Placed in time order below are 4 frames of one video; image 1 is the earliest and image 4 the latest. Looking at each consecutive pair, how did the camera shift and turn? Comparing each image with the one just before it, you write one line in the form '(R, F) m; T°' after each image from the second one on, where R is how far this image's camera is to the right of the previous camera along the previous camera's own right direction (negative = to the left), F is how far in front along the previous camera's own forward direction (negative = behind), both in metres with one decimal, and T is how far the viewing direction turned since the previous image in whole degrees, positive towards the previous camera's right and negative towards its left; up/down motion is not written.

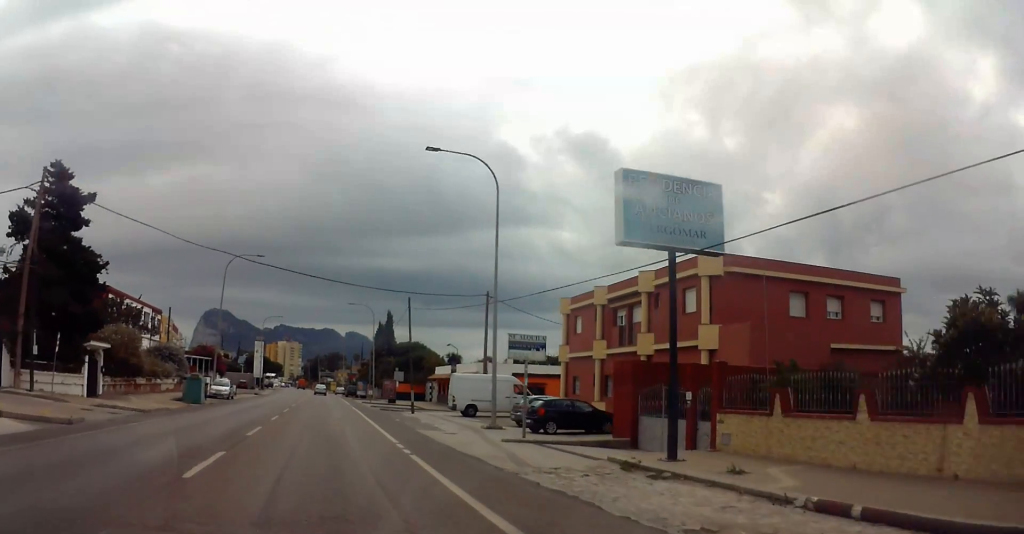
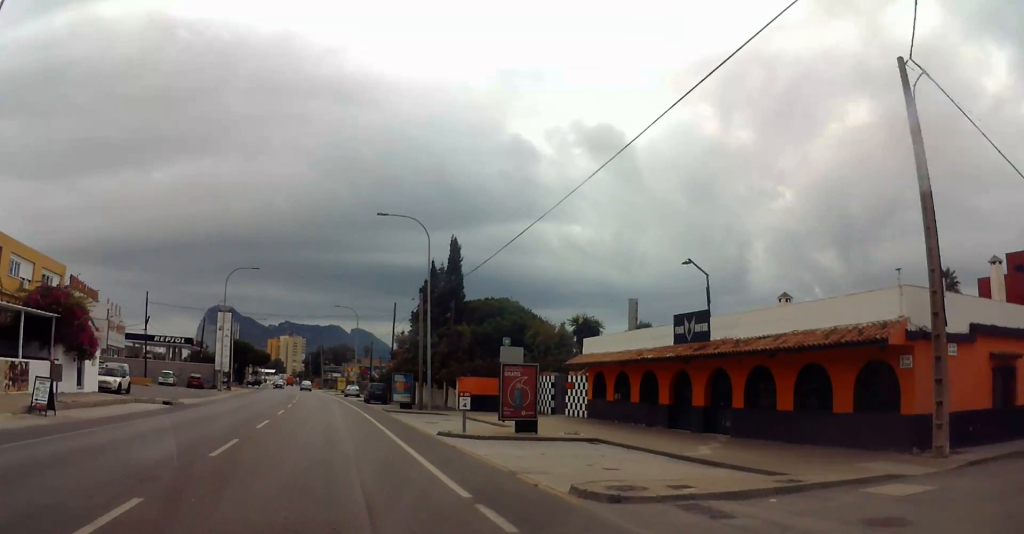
(+1.6, +44.9) m; +1°
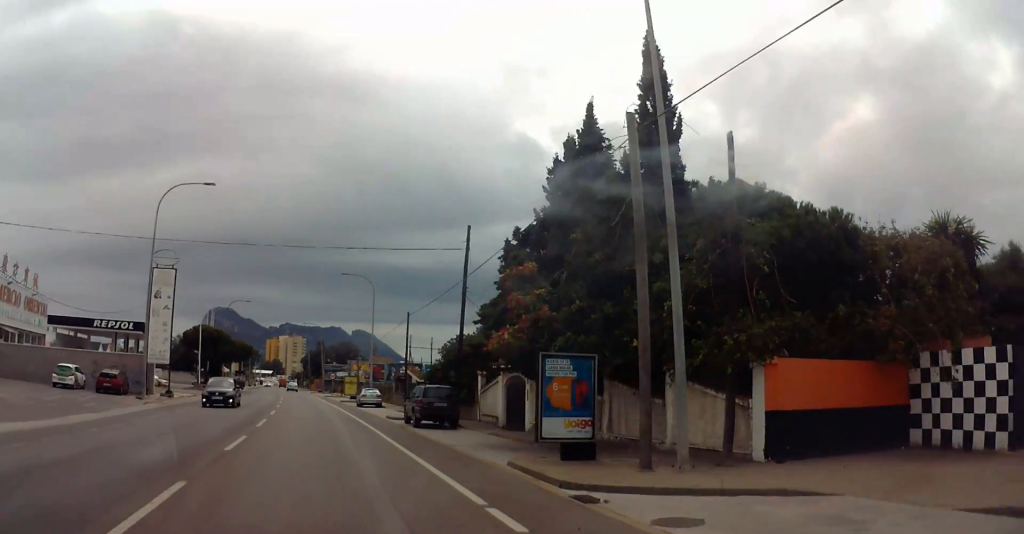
(-1.1, +29.7) m; -2°
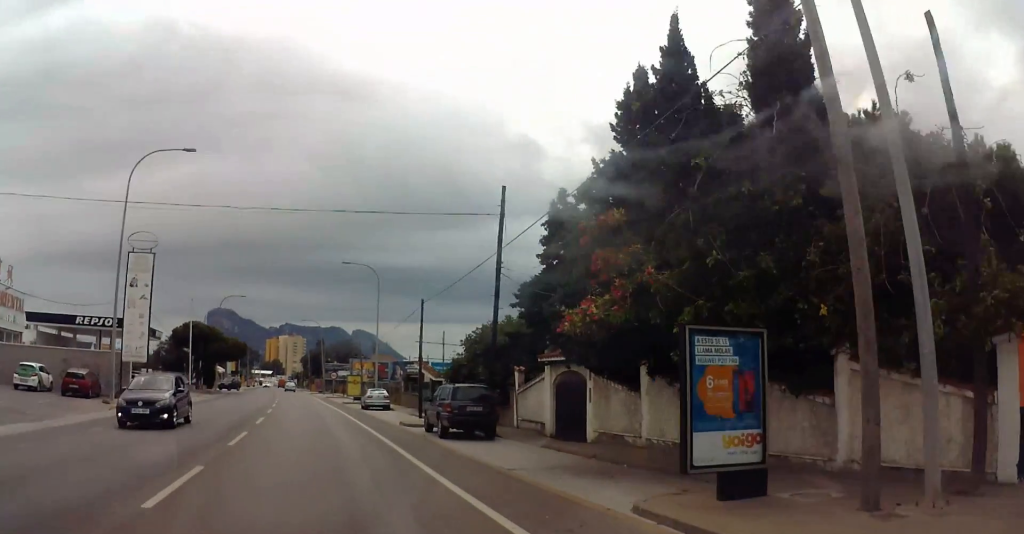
(0.0, +6.2) m; +1°
